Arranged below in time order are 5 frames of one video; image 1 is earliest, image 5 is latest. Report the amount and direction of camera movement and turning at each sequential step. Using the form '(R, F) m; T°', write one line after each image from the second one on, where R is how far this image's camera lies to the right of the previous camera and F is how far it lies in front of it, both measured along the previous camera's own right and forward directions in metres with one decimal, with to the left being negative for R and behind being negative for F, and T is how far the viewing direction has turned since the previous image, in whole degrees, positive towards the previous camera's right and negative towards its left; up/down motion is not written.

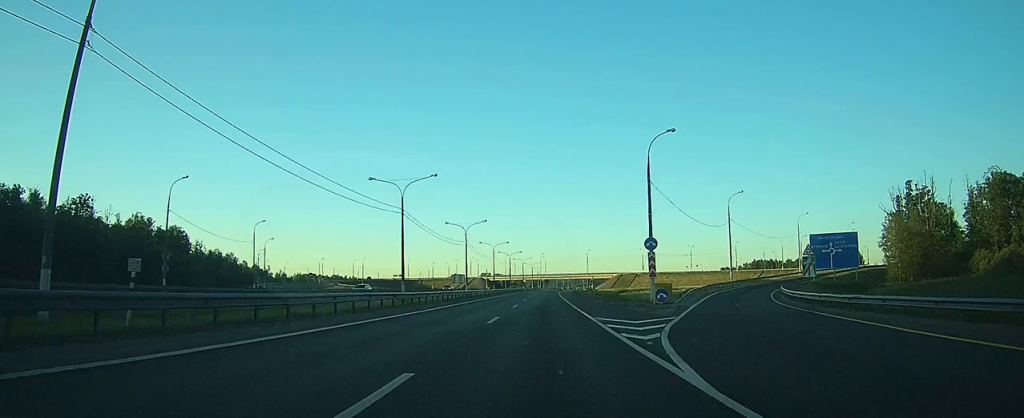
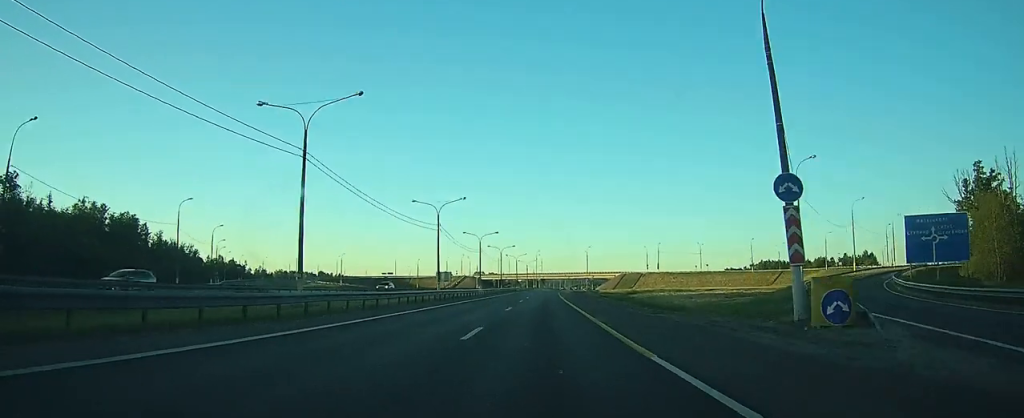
(+0.1, +22.5) m; +1°
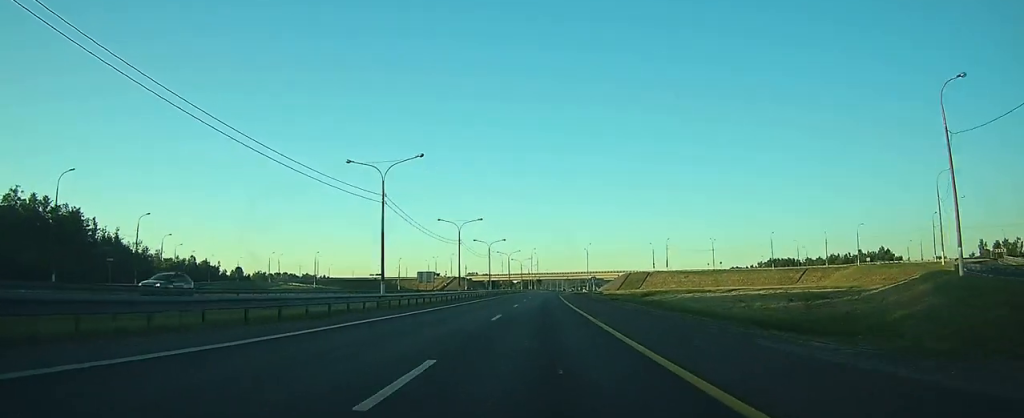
(+0.1, +23.6) m; +1°
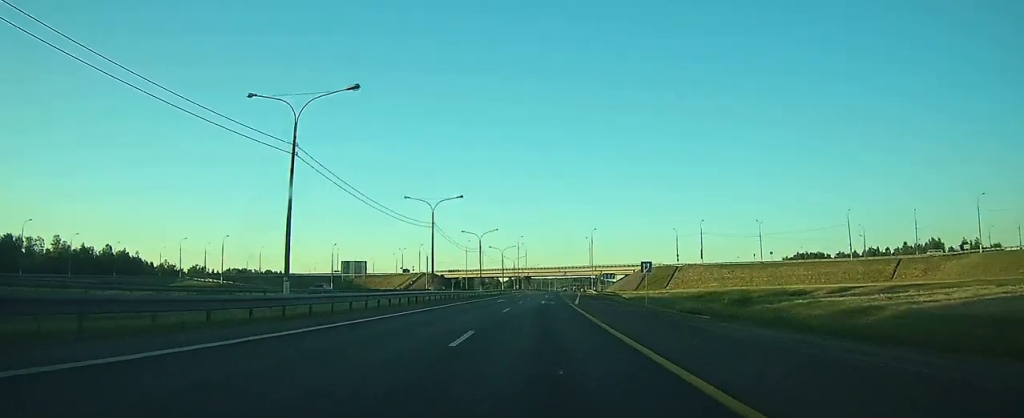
(+0.5, +57.6) m; +1°
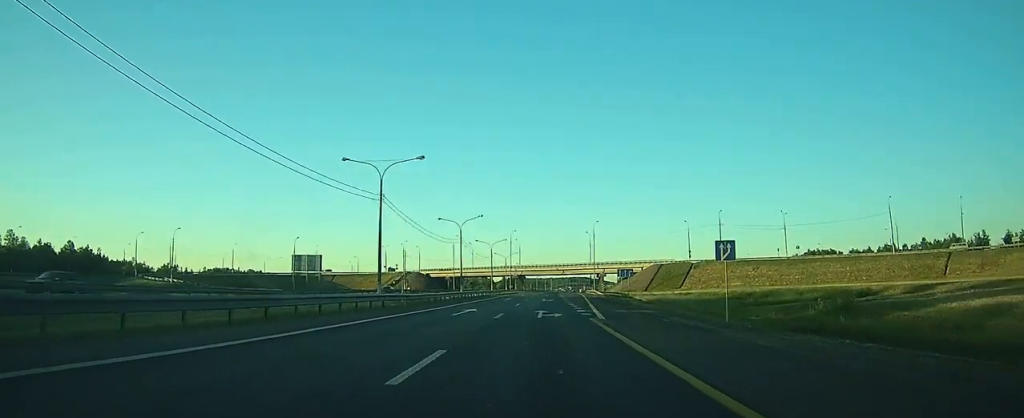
(+0.1, +20.6) m; 0°
